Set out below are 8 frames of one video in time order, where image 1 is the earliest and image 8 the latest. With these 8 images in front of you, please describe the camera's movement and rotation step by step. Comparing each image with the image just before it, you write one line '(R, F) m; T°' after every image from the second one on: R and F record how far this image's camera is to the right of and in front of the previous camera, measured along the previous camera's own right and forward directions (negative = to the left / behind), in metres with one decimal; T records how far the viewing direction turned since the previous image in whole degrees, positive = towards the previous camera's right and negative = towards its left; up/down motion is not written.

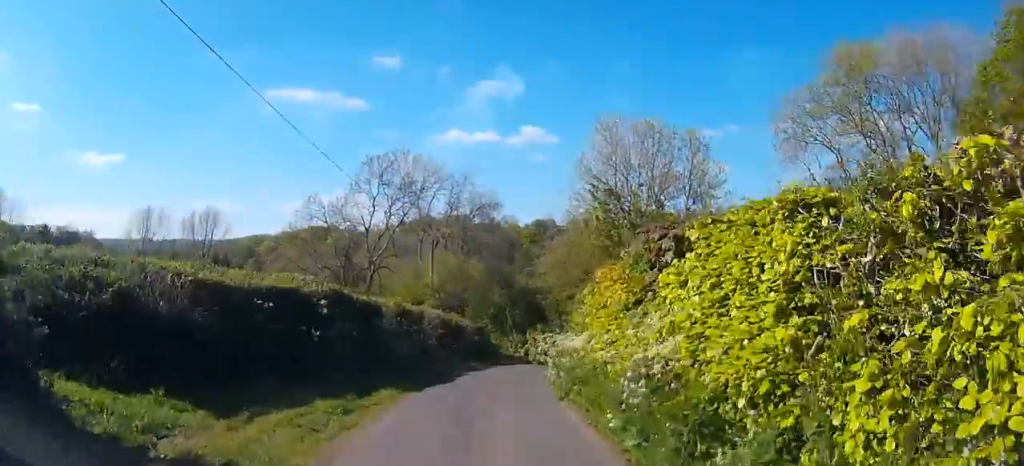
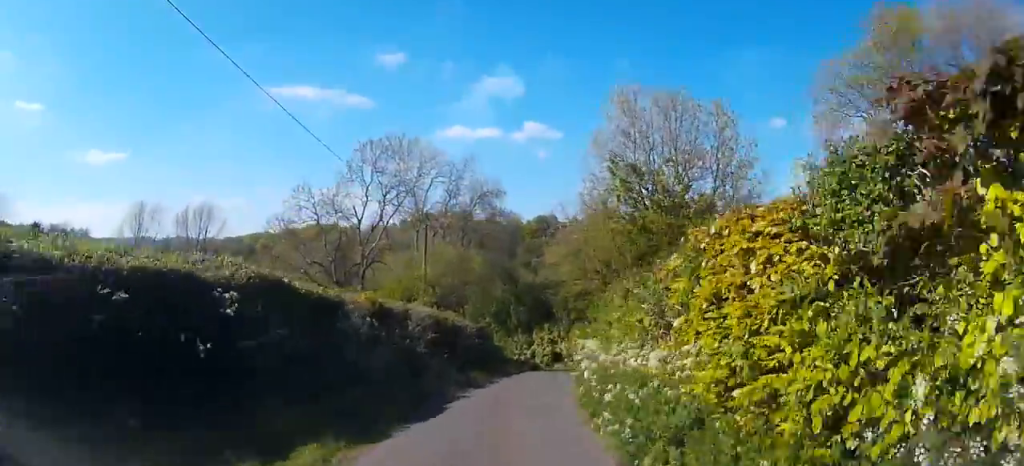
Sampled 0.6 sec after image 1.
(+0.1, +4.7) m; +1°
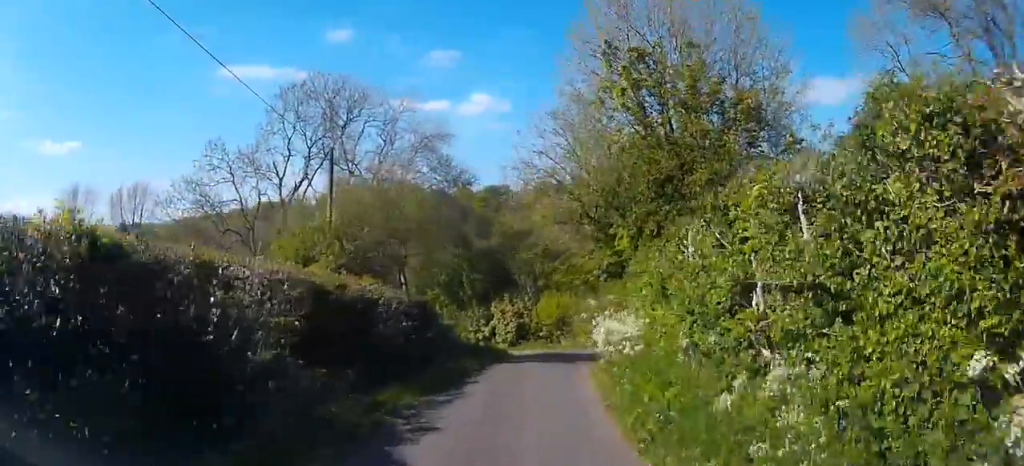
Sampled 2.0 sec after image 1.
(+0.2, +10.1) m; +4°
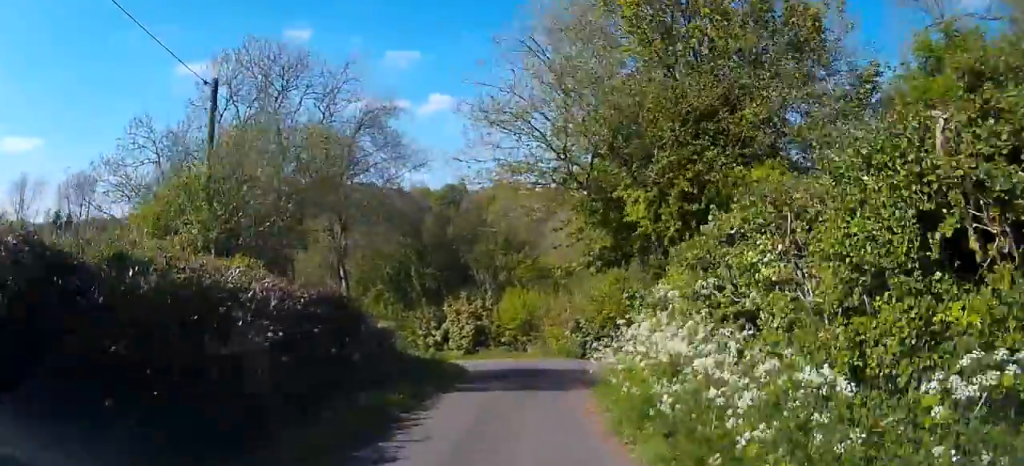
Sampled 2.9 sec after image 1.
(+0.3, +6.3) m; +5°
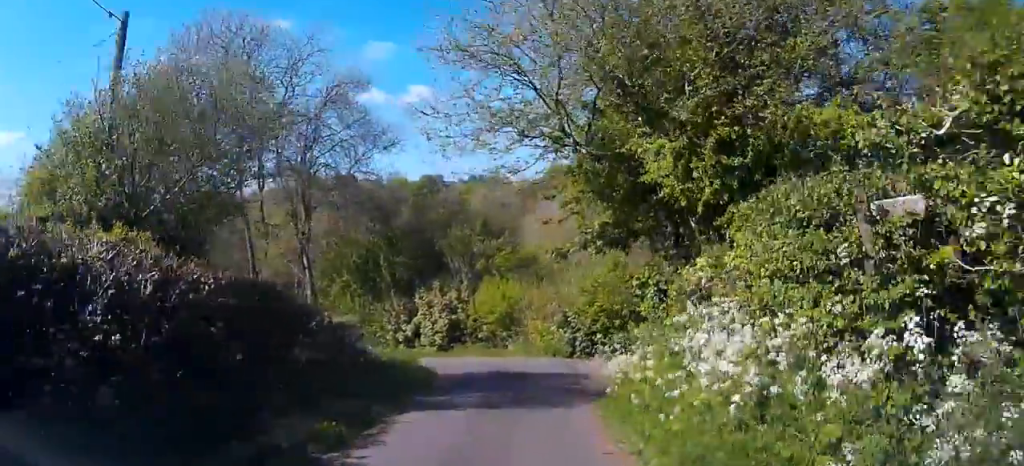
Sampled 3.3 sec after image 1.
(+0.1, +3.1) m; +2°
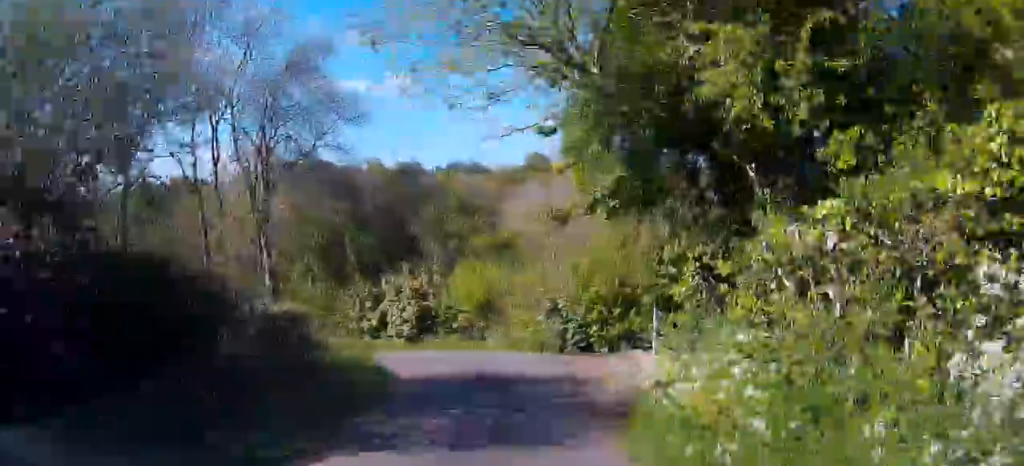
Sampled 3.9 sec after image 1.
(+0.1, +3.5) m; +2°
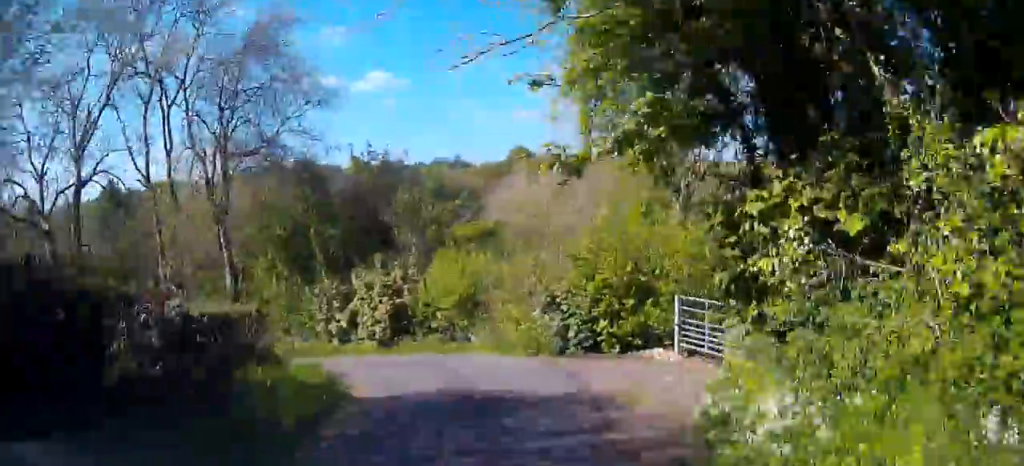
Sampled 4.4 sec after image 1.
(+0.1, +3.4) m; +1°
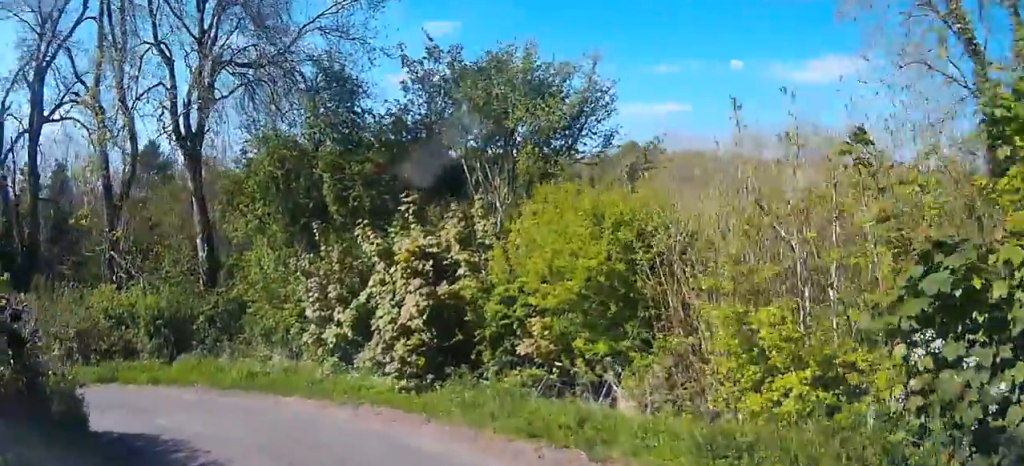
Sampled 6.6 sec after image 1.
(-0.9, +12.1) m; -18°
